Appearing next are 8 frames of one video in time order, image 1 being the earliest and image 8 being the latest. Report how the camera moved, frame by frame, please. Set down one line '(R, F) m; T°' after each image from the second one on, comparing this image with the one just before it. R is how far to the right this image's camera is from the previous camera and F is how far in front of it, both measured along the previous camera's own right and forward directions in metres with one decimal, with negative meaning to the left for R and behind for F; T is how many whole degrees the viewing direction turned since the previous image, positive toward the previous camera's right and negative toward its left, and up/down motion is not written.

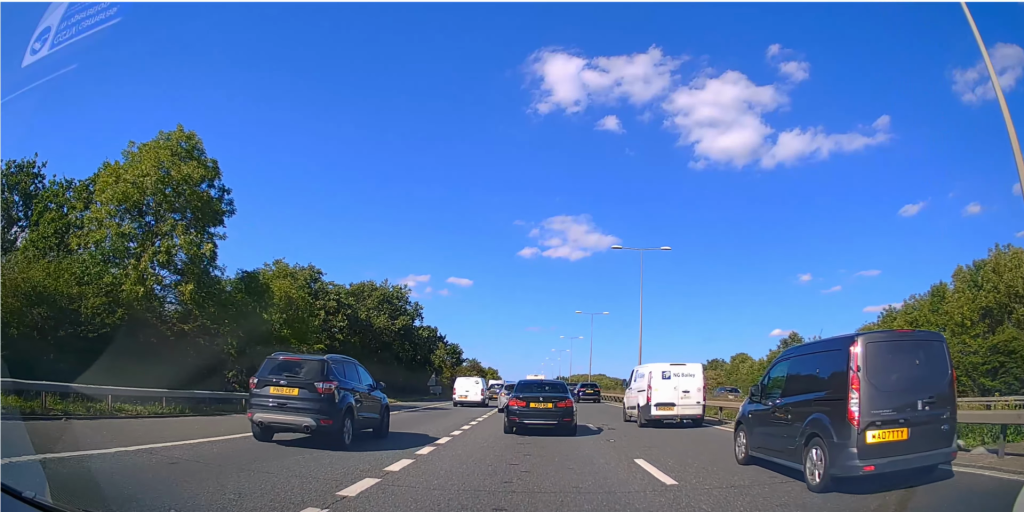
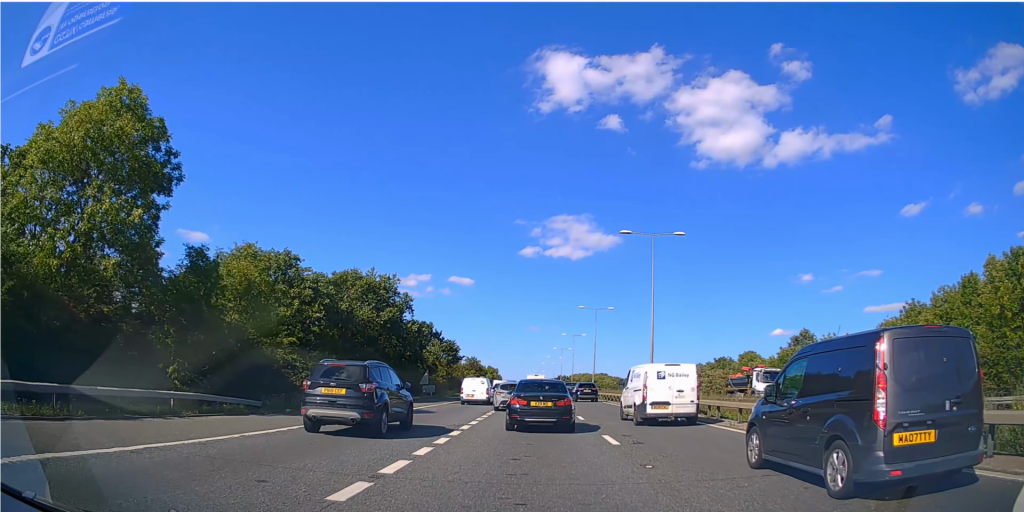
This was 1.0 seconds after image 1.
(-0.1, +4.5) m; -2°
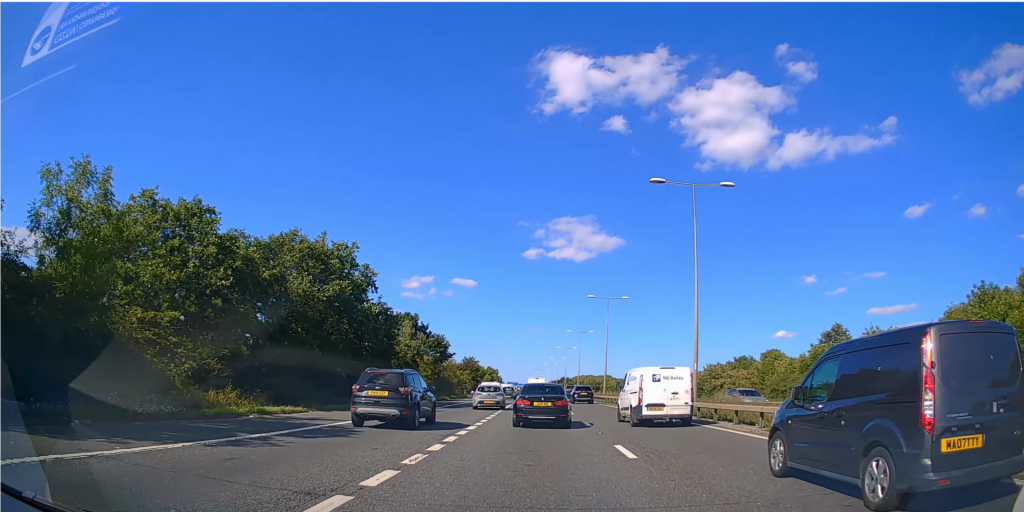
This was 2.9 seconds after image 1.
(+0.2, +7.8) m; +1°
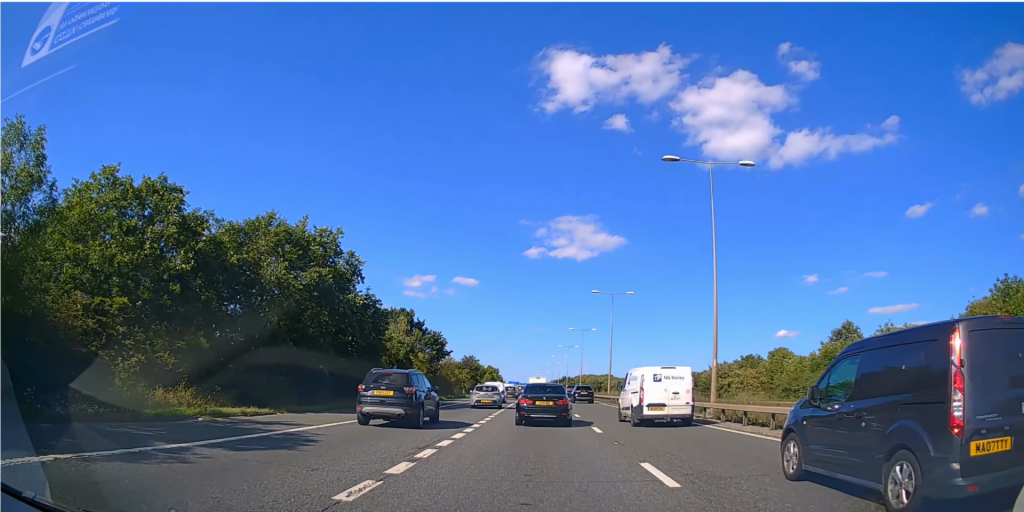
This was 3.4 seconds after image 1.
(-0.1, +3.2) m; -1°
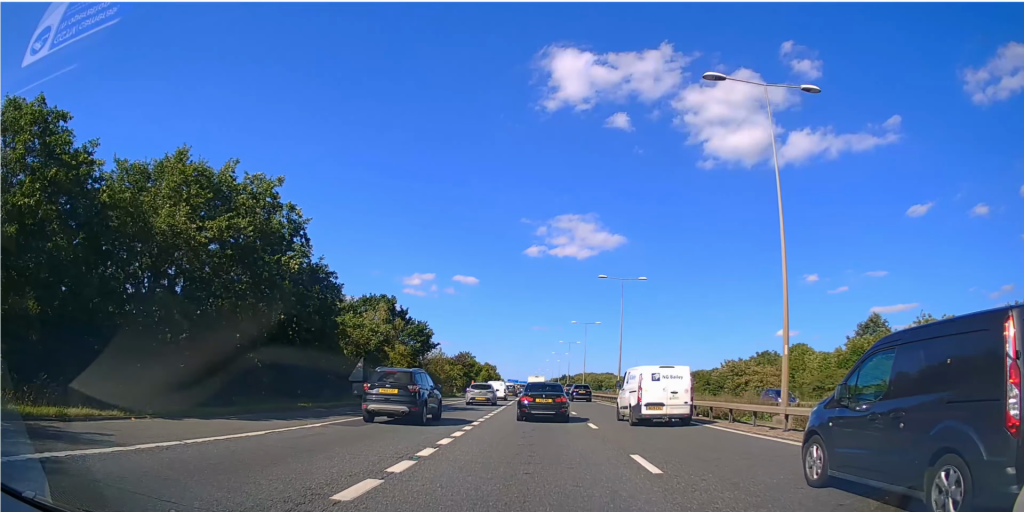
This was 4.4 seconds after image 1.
(-0.1, +7.8) m; -1°
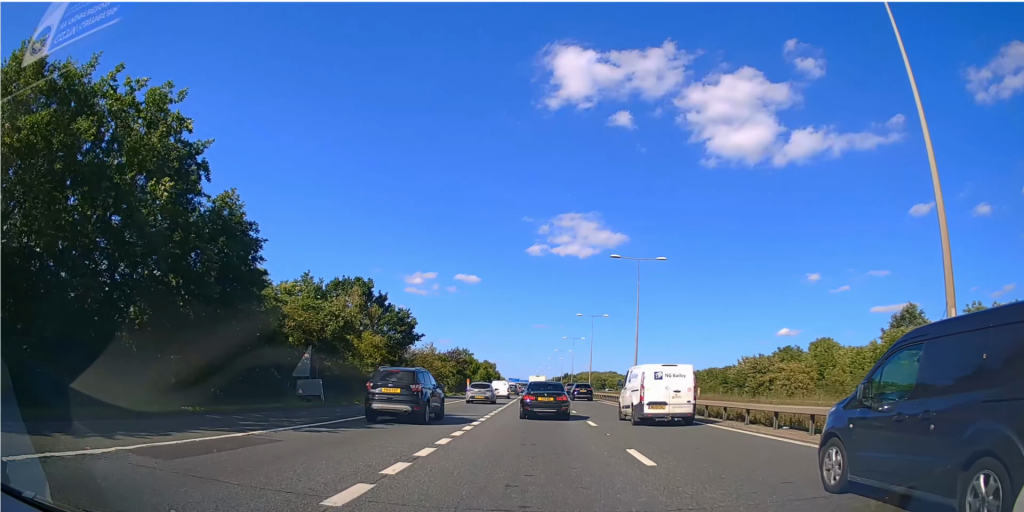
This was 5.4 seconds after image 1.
(0.0, +8.2) m; +1°
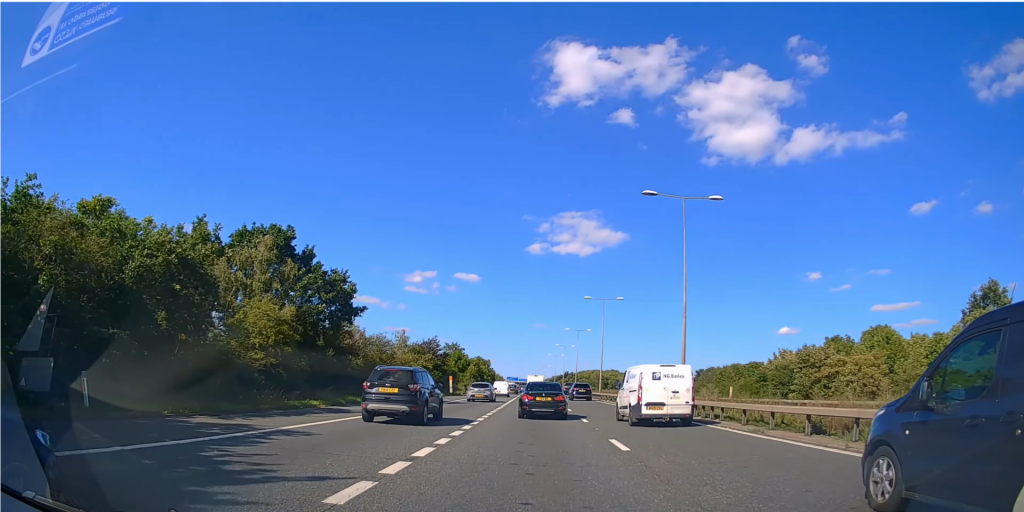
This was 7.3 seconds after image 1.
(+0.2, +17.8) m; 0°
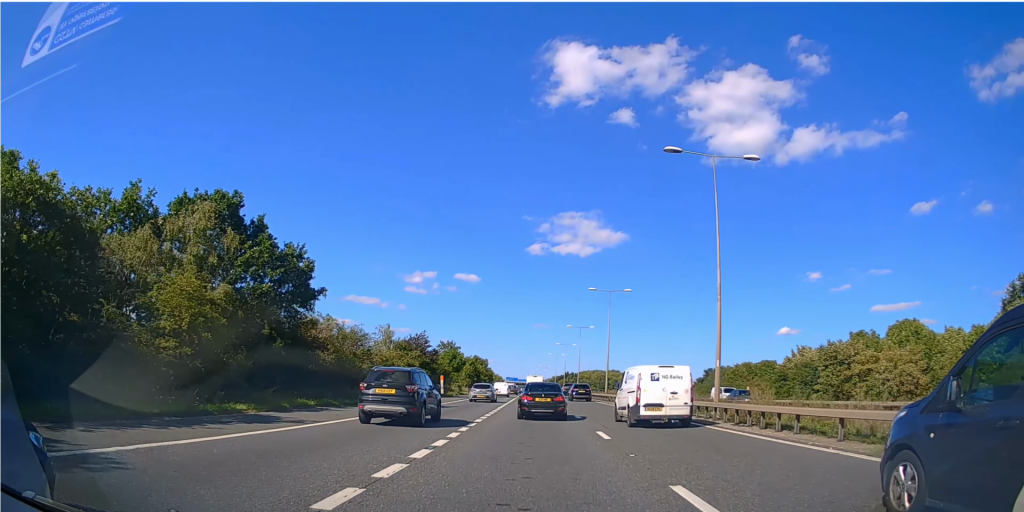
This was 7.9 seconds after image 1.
(-0.1, +6.6) m; 0°
